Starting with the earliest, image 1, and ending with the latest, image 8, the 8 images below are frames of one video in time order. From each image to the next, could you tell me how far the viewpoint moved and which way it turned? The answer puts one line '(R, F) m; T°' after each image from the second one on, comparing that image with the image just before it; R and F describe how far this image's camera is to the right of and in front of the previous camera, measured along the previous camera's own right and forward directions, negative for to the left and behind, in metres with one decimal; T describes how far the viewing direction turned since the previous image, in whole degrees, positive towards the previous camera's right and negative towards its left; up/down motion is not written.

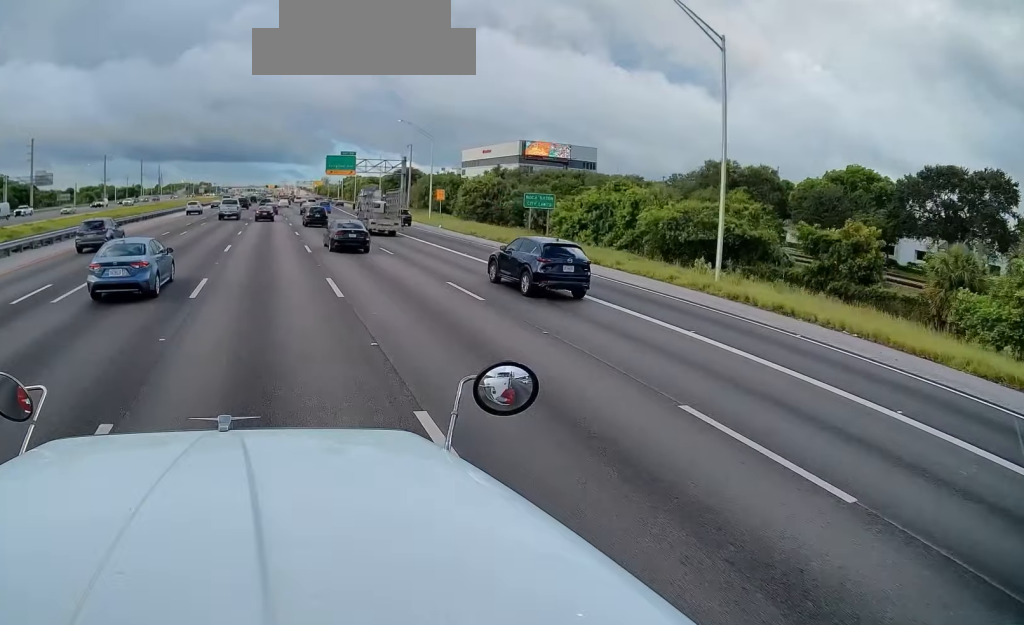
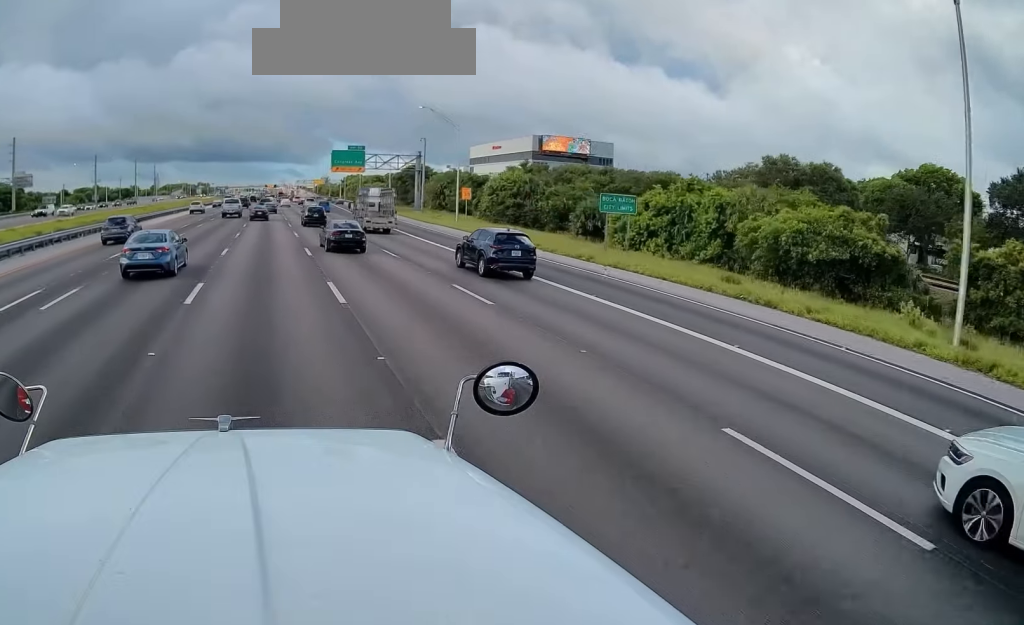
(+0.1, +13.4) m; +1°
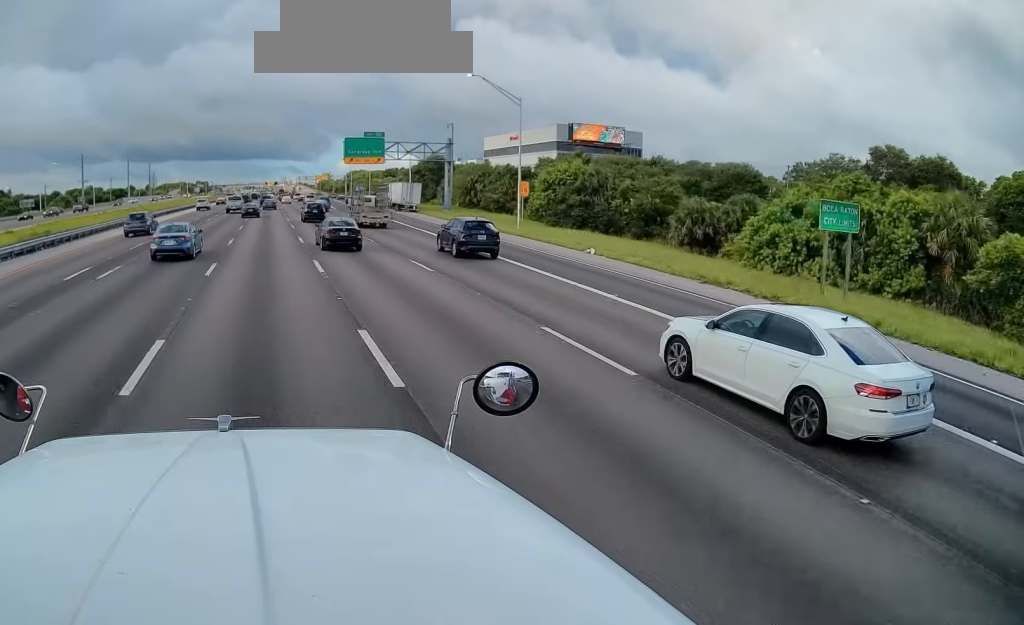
(-0.1, +19.2) m; -1°
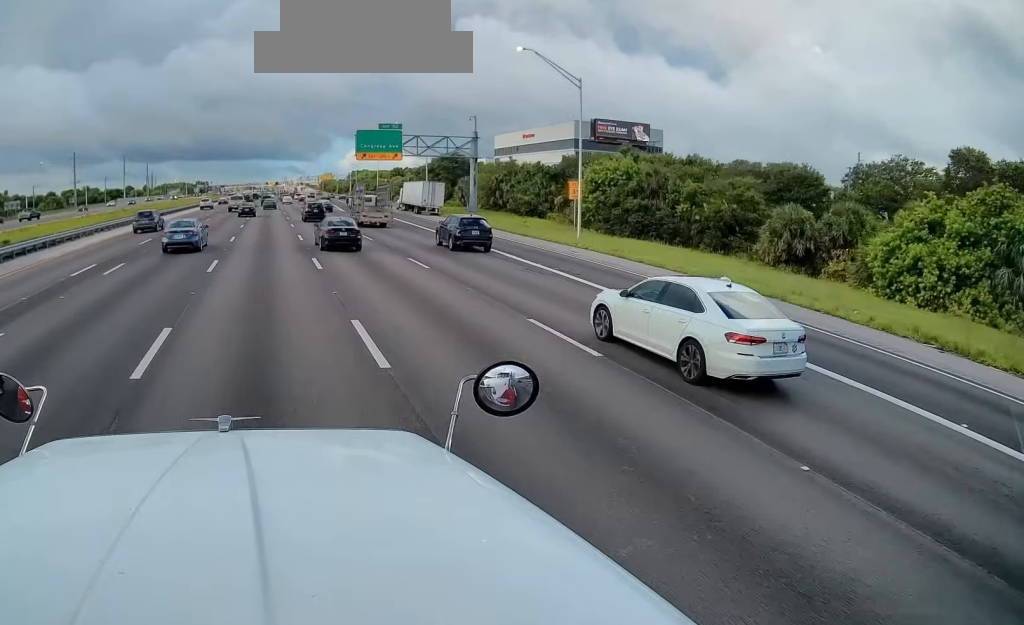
(-0.1, +11.8) m; 0°
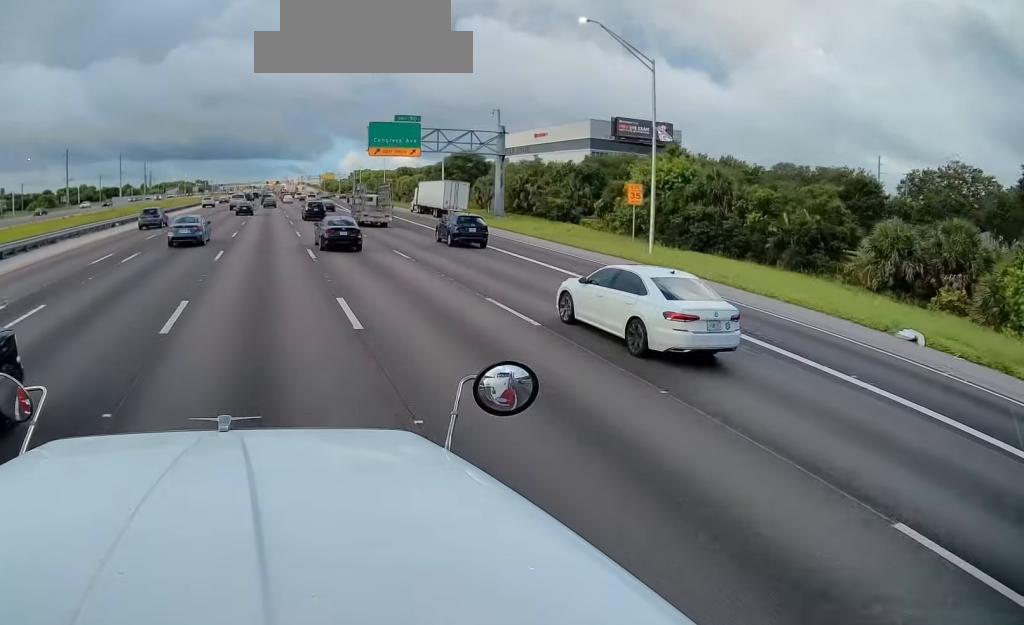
(0.0, +9.7) m; 0°
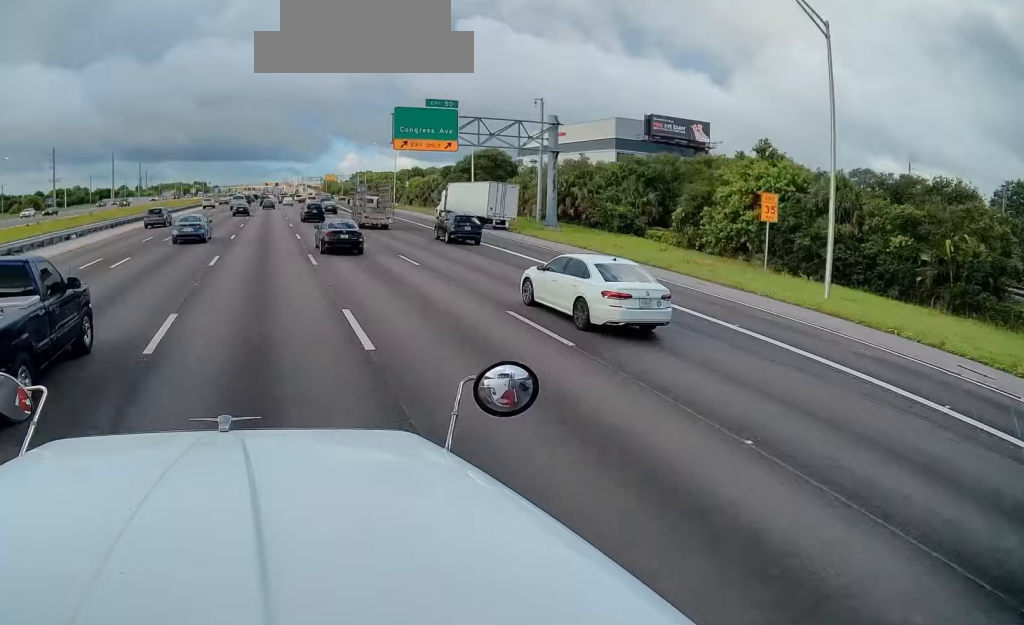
(0.0, +14.5) m; 0°
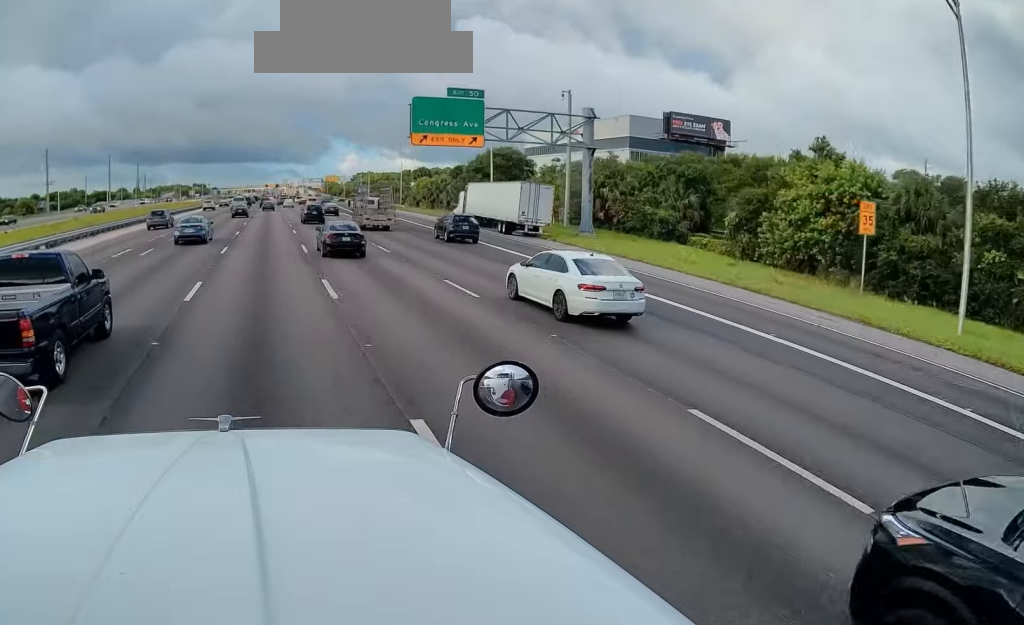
(0.0, +7.1) m; 0°
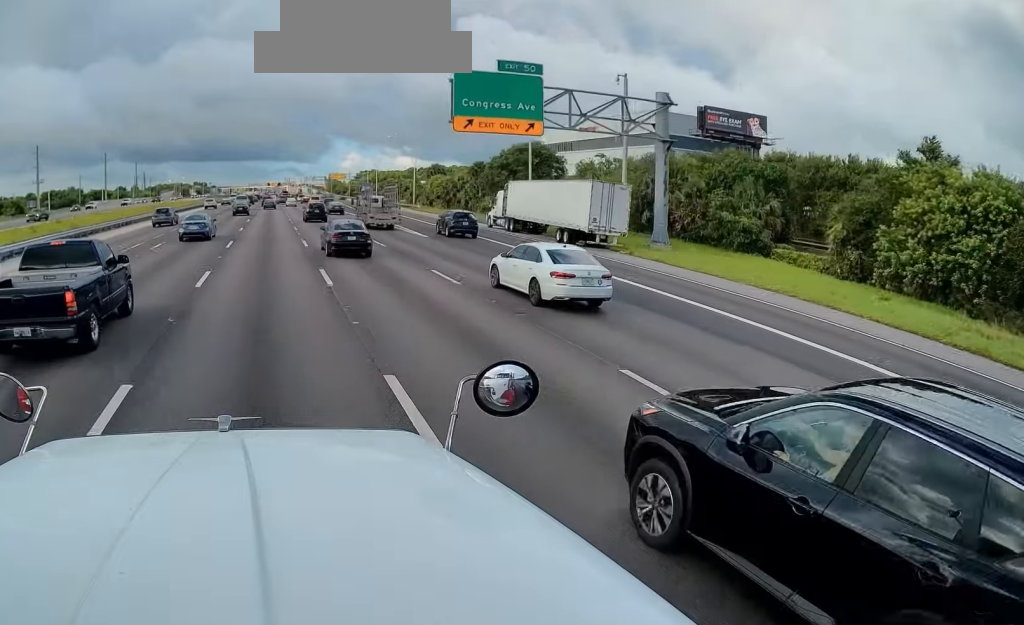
(0.0, +10.5) m; 0°
